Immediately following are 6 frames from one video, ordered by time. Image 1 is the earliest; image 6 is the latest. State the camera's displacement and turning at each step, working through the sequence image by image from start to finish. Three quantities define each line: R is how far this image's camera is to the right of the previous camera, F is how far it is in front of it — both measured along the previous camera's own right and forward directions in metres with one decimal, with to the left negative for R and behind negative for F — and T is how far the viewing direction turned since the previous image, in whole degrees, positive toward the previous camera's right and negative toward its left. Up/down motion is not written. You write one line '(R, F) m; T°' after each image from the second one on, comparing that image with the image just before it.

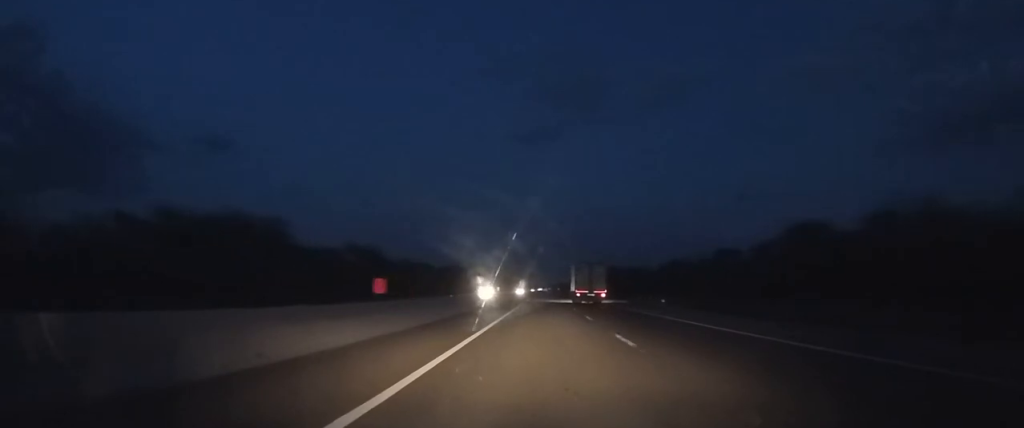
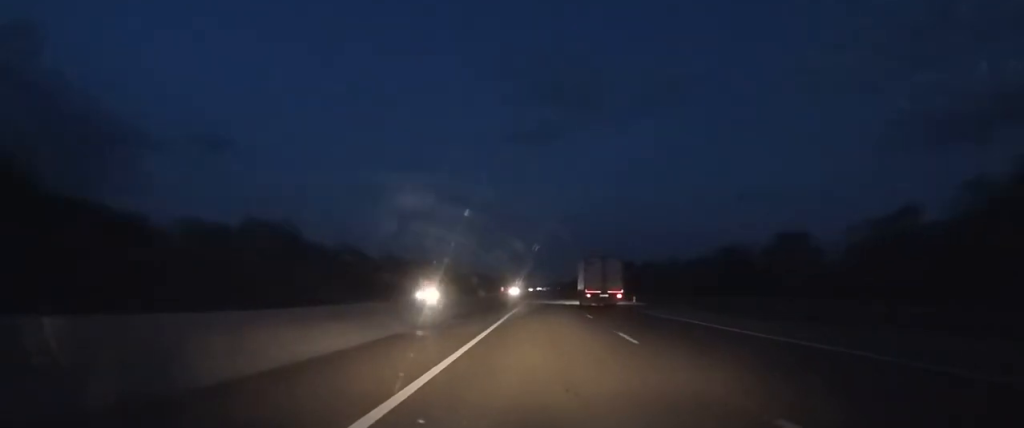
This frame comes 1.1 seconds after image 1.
(-0.4, +39.8) m; -1°
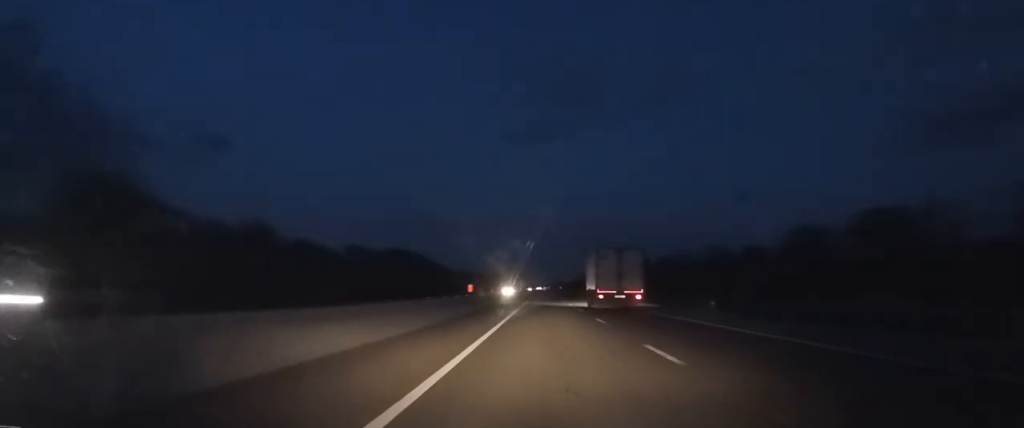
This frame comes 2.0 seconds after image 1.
(-0.1, +34.5) m; 0°
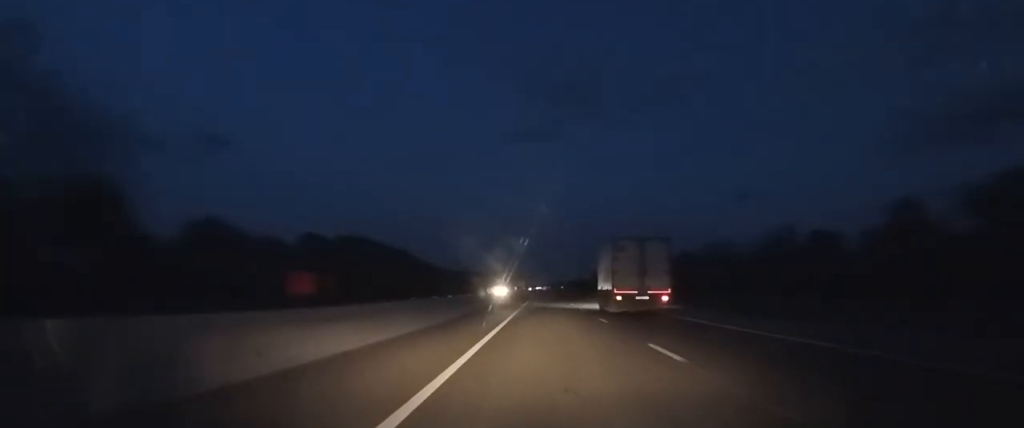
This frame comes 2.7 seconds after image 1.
(+0.1, +26.7) m; 0°
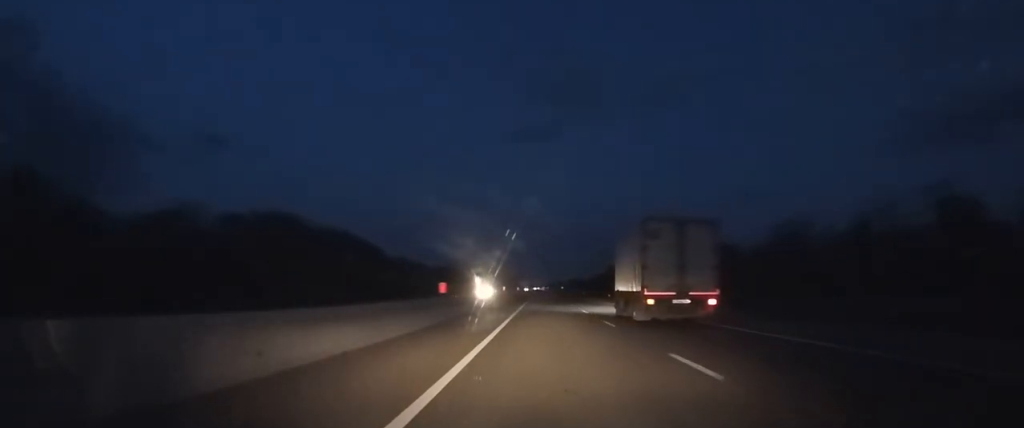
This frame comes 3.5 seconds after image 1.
(+0.1, +26.6) m; 0°
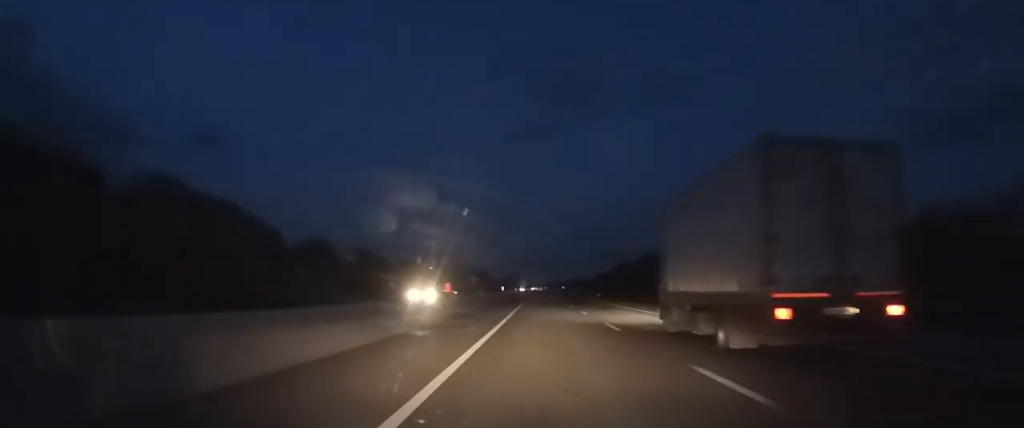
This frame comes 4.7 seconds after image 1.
(+0.1, +33.1) m; 0°
